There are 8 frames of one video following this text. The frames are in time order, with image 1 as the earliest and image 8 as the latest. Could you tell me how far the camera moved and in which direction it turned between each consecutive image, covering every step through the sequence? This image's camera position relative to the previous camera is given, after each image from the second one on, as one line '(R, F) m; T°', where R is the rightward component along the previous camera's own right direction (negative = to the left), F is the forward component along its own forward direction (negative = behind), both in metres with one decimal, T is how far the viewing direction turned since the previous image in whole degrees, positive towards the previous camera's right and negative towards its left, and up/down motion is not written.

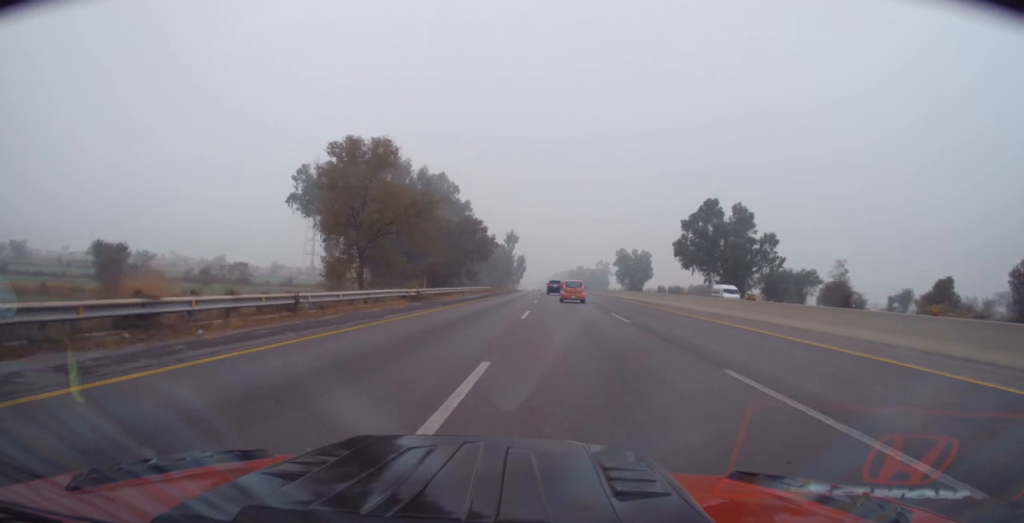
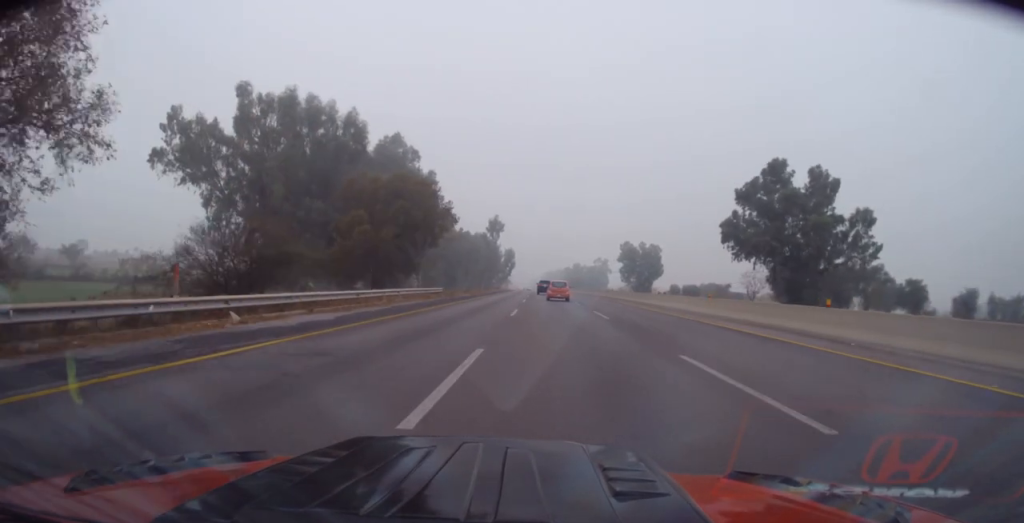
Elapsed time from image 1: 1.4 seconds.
(+0.1, +34.0) m; 0°
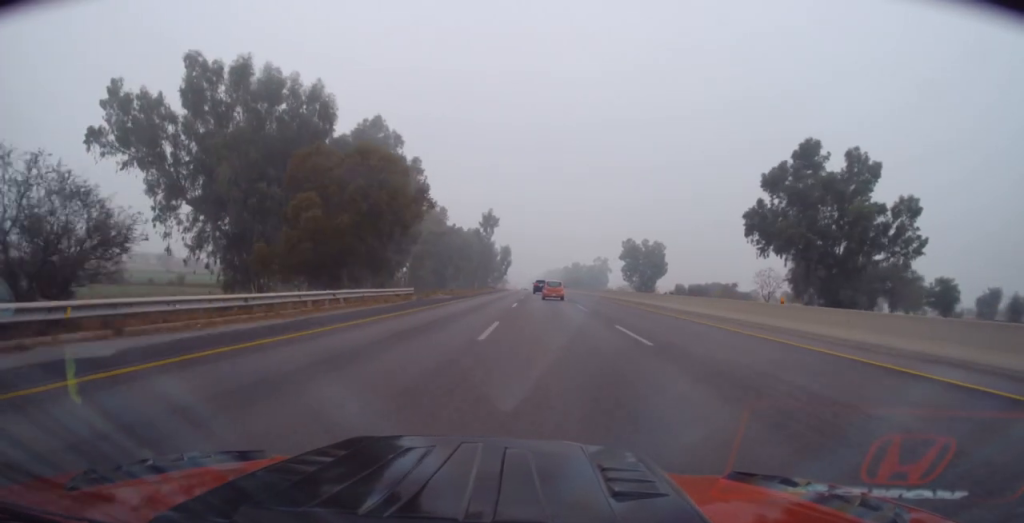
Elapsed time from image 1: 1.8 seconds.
(-0.1, +10.0) m; 0°
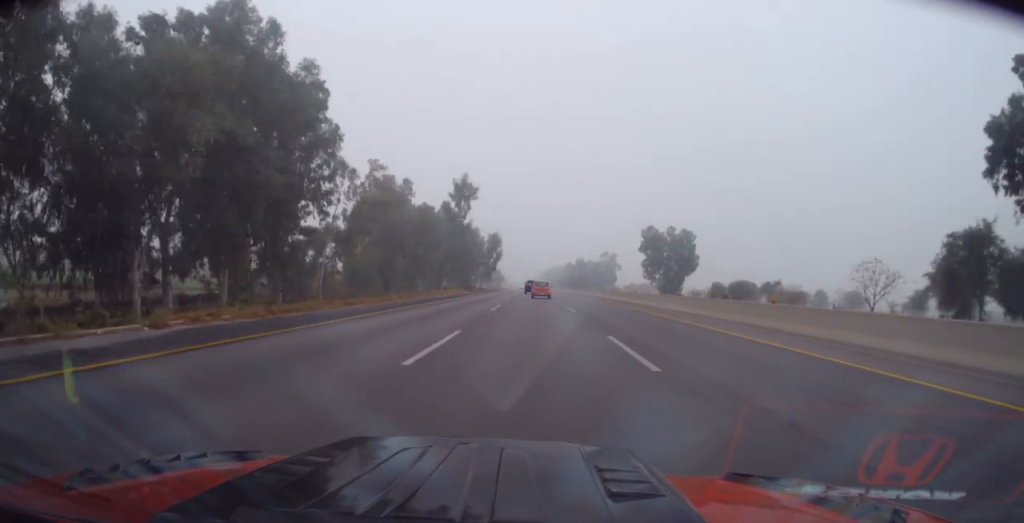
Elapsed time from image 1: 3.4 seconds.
(+0.3, +40.1) m; 0°
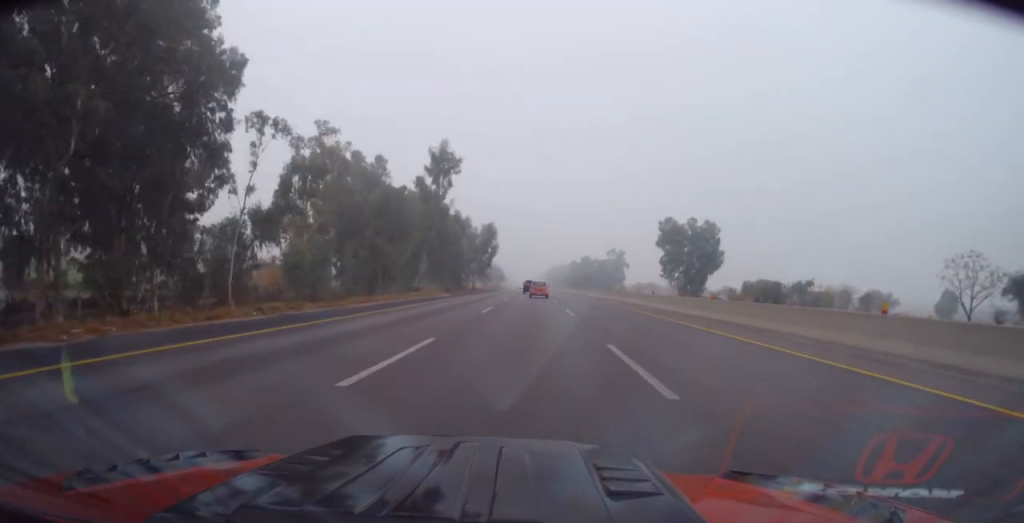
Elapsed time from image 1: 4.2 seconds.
(-0.2, +20.1) m; -1°
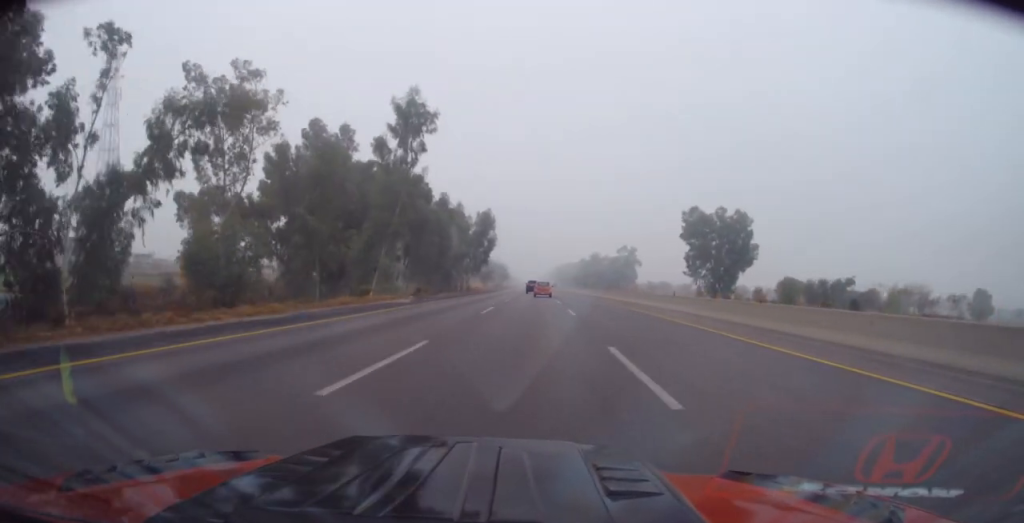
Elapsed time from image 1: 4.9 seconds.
(-0.4, +18.4) m; -1°
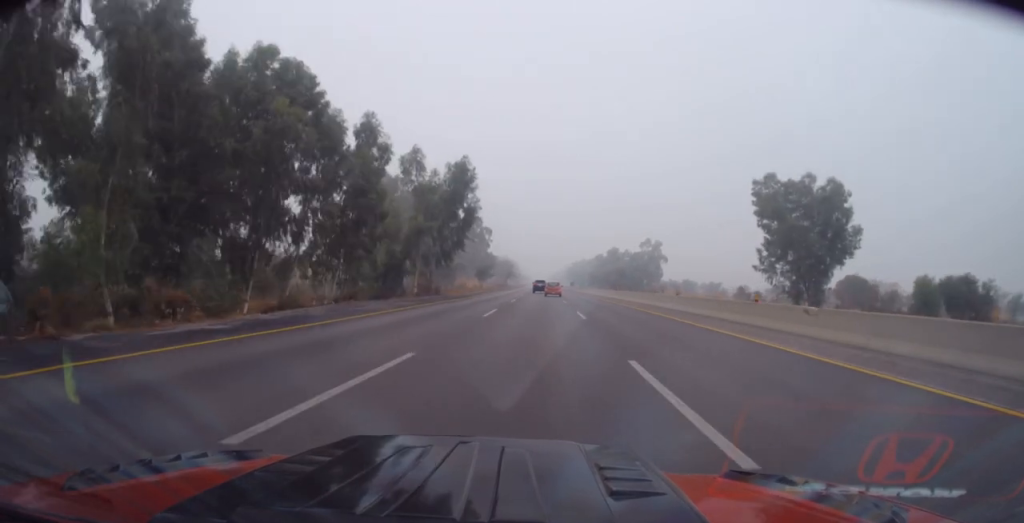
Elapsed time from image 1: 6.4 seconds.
(+0.1, +38.0) m; 0°
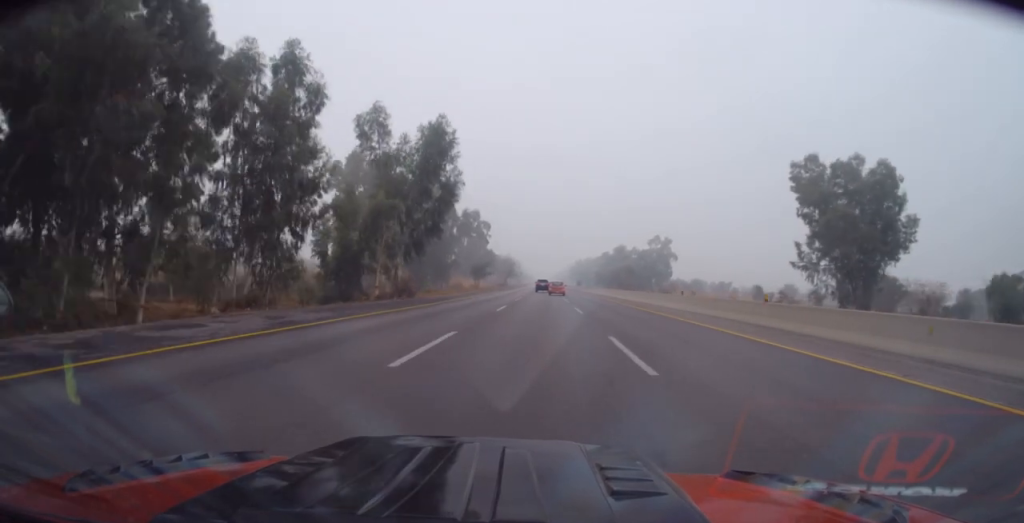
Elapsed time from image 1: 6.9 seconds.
(-0.1, +13.6) m; 0°
